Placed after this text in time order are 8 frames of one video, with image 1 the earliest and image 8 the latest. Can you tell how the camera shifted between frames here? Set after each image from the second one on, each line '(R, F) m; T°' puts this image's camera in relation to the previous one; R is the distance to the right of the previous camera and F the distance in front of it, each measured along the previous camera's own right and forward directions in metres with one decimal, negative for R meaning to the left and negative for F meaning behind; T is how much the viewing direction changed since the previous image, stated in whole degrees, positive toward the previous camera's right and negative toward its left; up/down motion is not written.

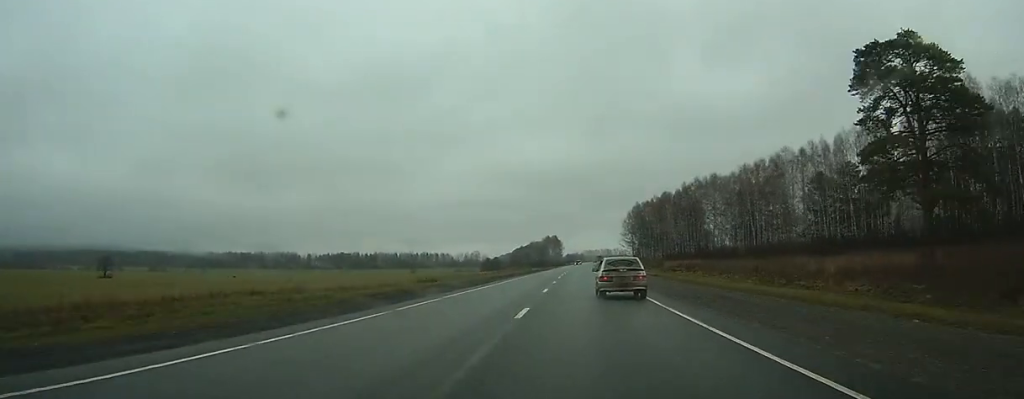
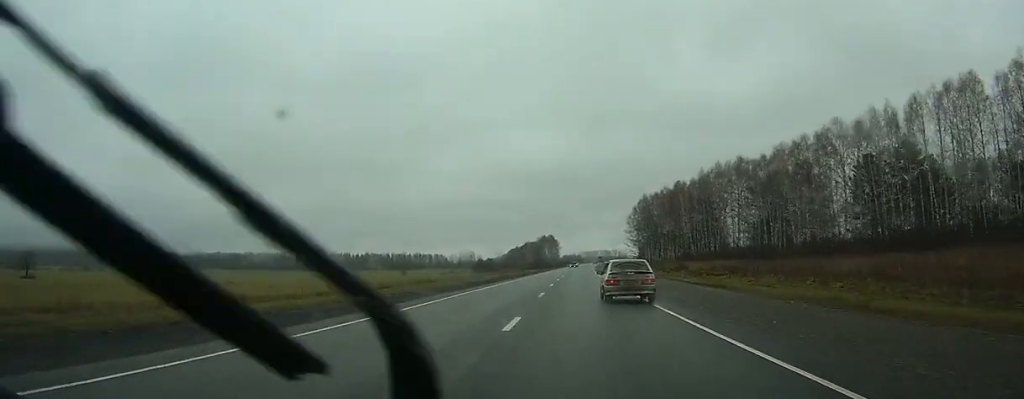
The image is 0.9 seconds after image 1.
(+0.1, +26.1) m; 0°
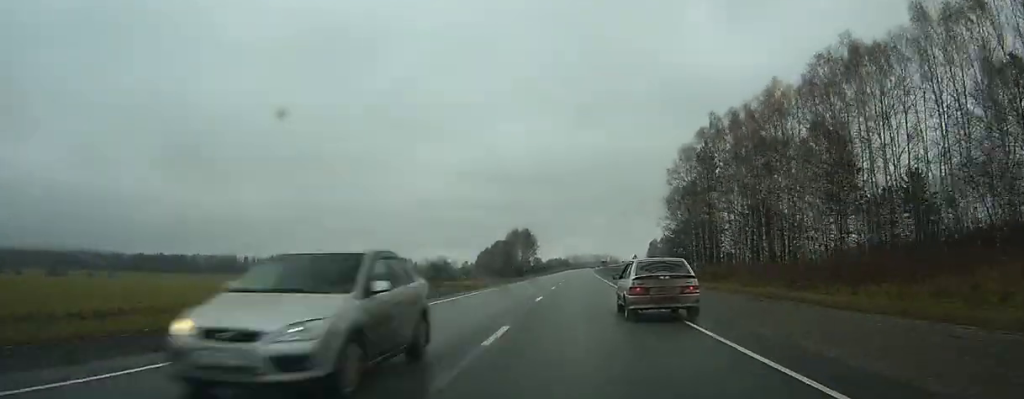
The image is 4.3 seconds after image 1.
(+0.4, +98.0) m; +1°
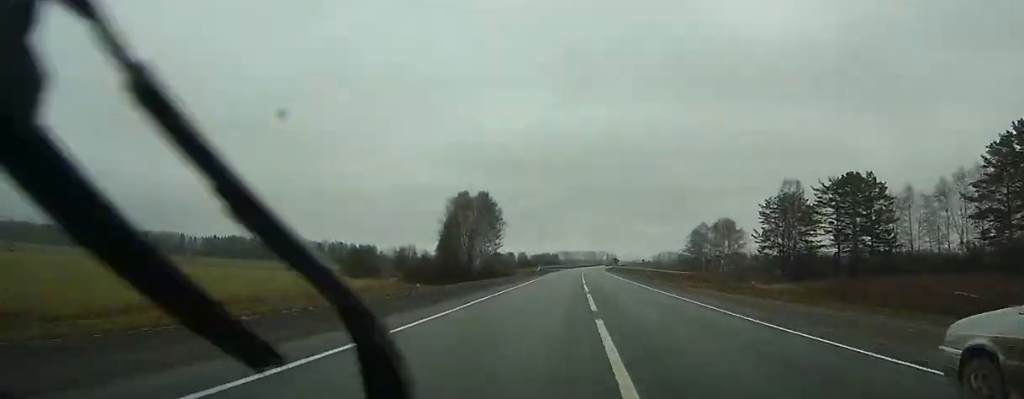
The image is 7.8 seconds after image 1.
(+1.2, +105.3) m; +1°
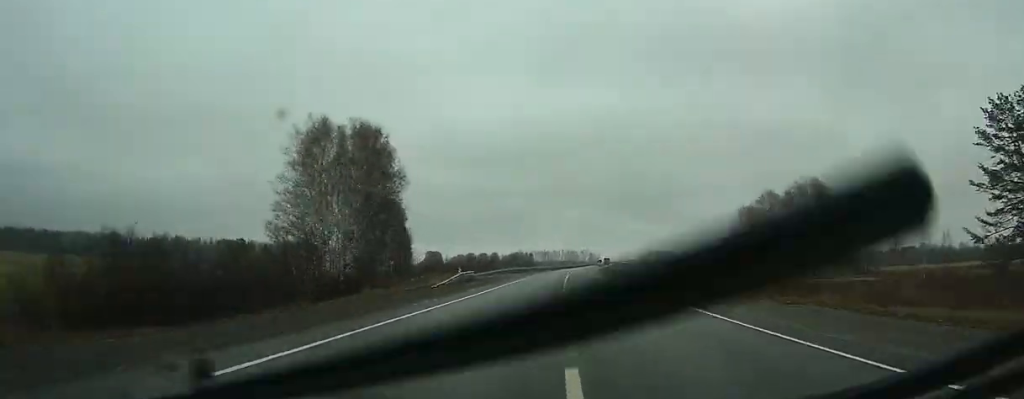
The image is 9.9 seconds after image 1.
(+0.6, +64.9) m; +1°
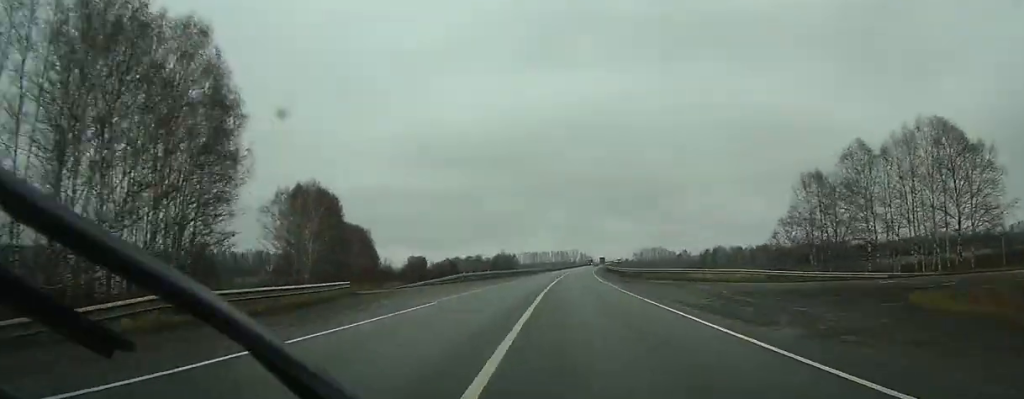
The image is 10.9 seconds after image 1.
(0.0, +33.7) m; +1°
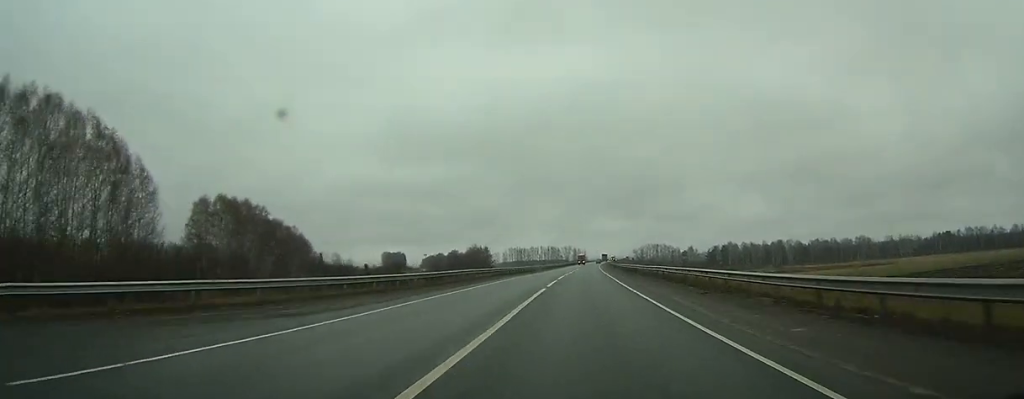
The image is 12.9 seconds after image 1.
(+0.7, +62.2) m; +2°
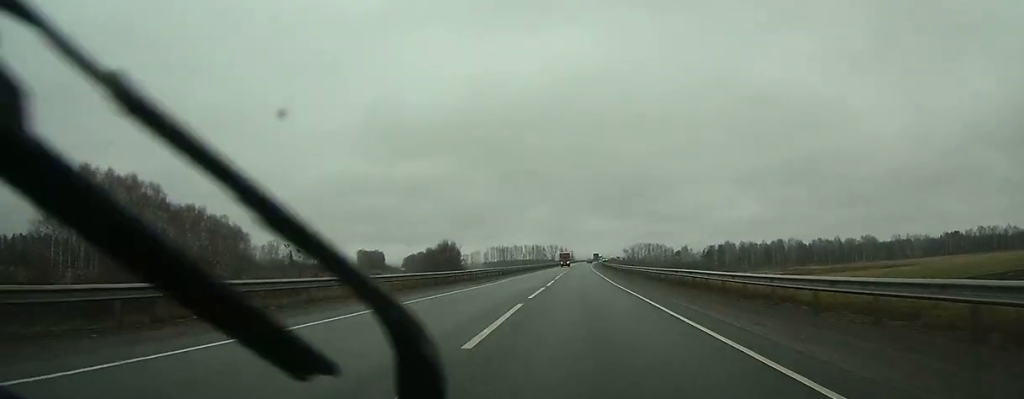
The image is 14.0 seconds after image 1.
(+0.5, +32.0) m; +1°
